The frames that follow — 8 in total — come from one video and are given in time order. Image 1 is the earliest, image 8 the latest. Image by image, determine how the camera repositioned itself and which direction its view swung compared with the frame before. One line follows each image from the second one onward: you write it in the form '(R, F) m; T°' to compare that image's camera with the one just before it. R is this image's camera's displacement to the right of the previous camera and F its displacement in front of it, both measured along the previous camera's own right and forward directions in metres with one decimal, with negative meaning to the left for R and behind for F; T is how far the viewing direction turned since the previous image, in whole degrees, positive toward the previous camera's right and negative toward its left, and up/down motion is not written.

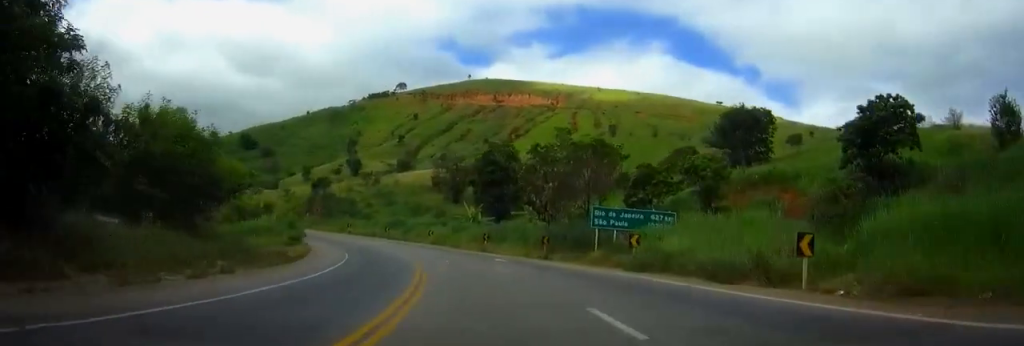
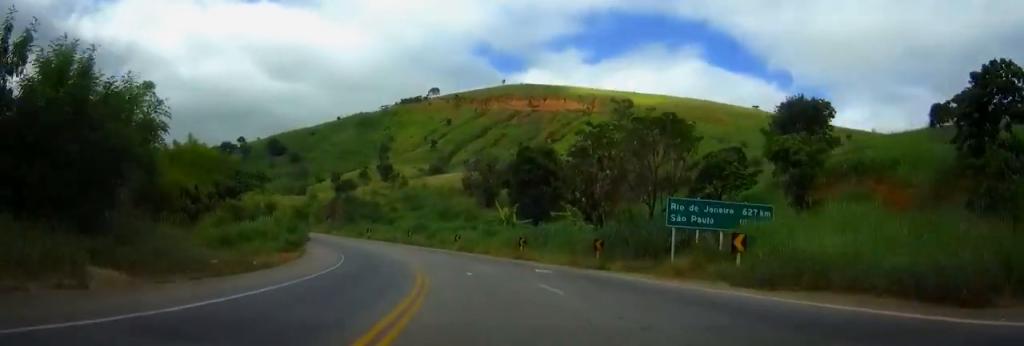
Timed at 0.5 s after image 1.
(-0.5, +10.0) m; -3°
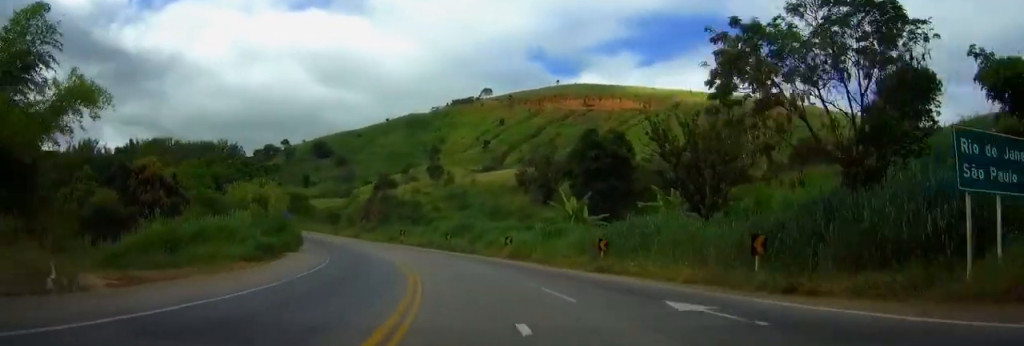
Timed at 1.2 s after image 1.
(-0.7, +16.4) m; -5°
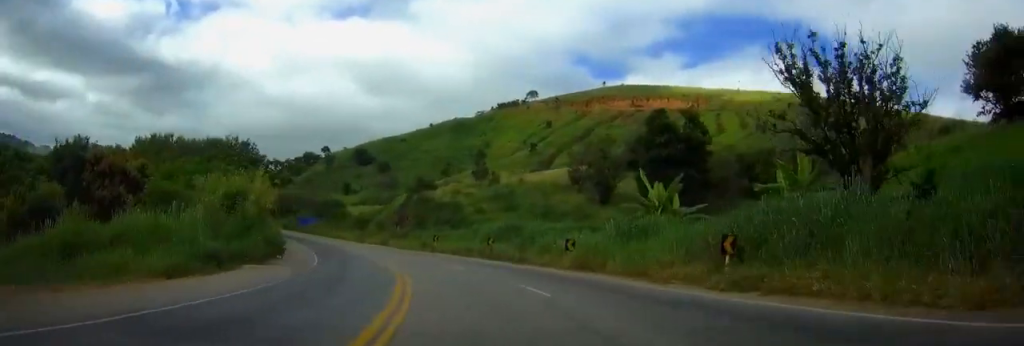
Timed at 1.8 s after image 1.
(-0.3, +12.9) m; -4°
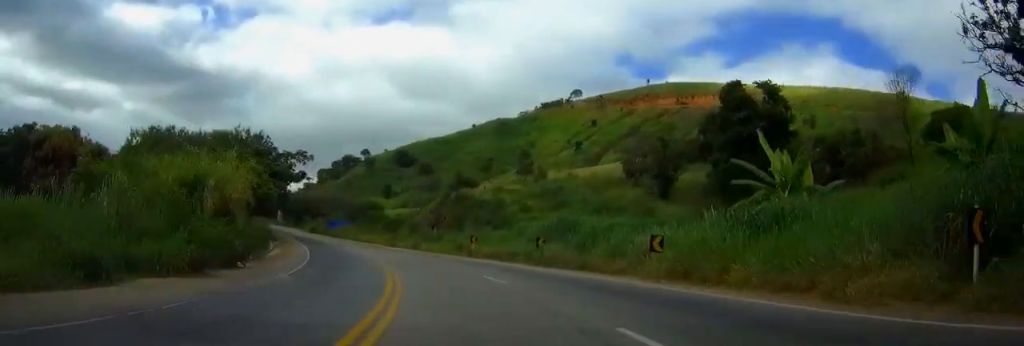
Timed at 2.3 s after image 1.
(-0.5, +10.7) m; -3°
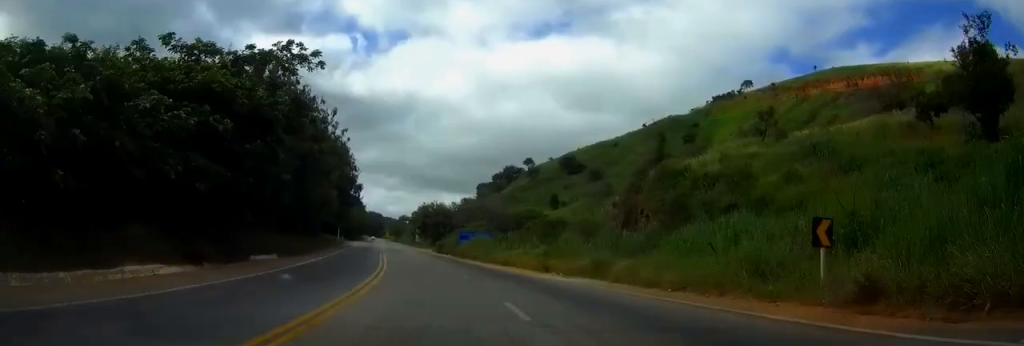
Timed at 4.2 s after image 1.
(-4.4, +39.5) m; -12°
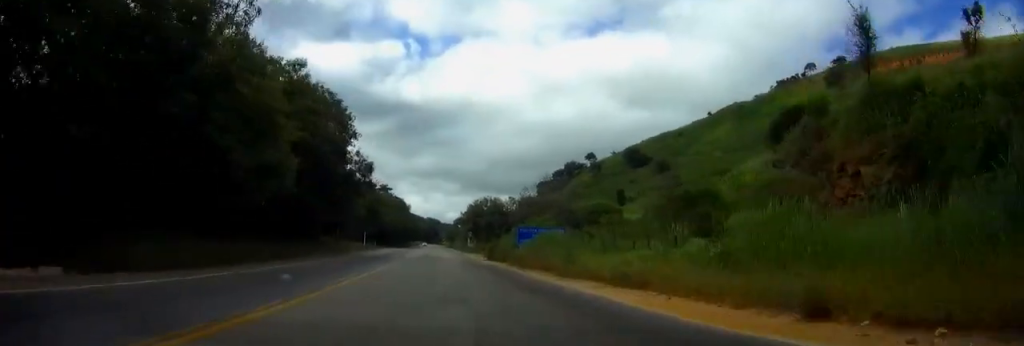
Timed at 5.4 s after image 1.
(-1.4, +25.4) m; -5°
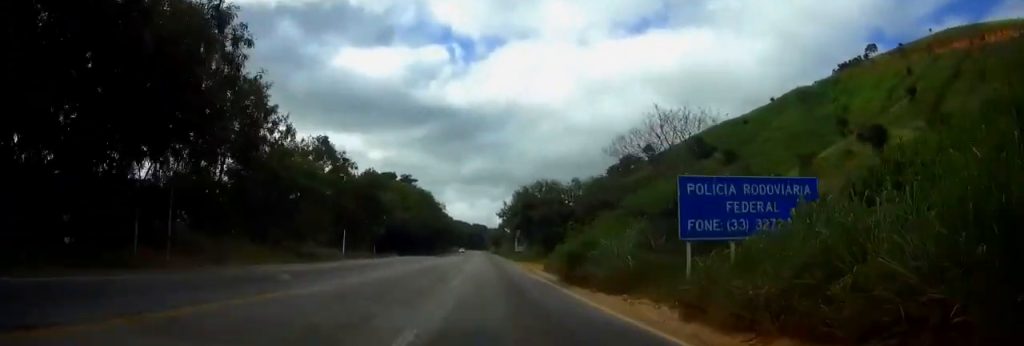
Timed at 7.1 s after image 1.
(-1.3, +37.2) m; -3°
